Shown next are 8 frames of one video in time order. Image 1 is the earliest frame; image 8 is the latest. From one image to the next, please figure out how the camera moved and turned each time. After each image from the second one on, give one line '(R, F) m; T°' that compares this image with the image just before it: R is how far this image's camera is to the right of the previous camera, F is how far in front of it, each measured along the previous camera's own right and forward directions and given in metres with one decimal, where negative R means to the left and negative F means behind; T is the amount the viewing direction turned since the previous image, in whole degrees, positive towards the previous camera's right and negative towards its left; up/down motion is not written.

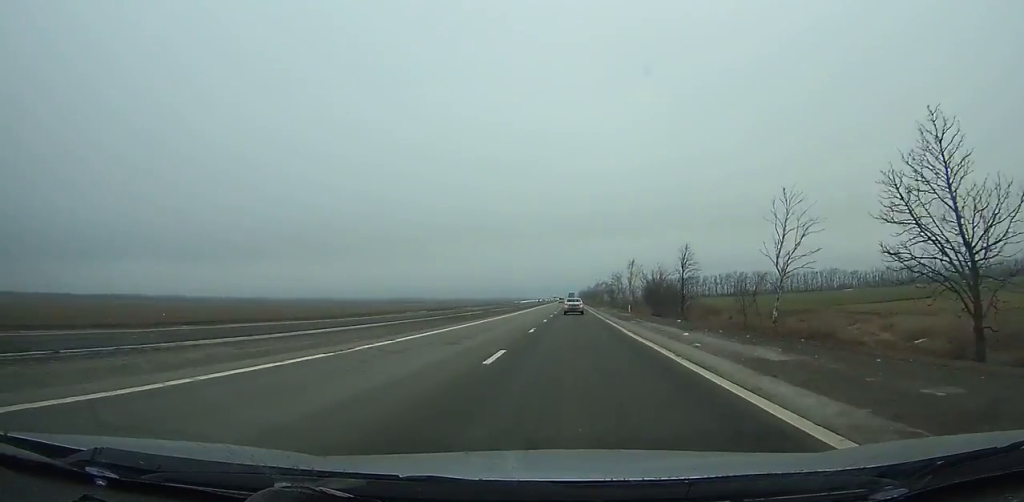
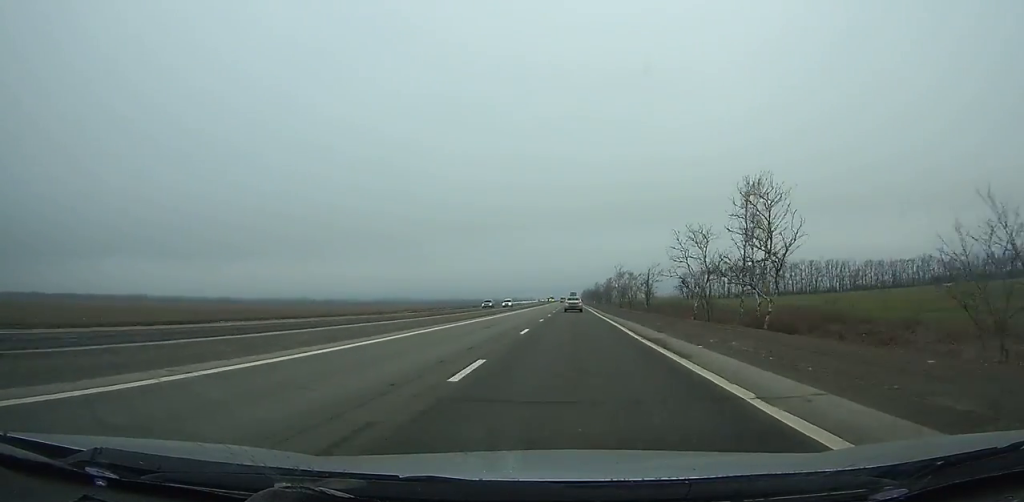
(-0.3, +98.8) m; 0°
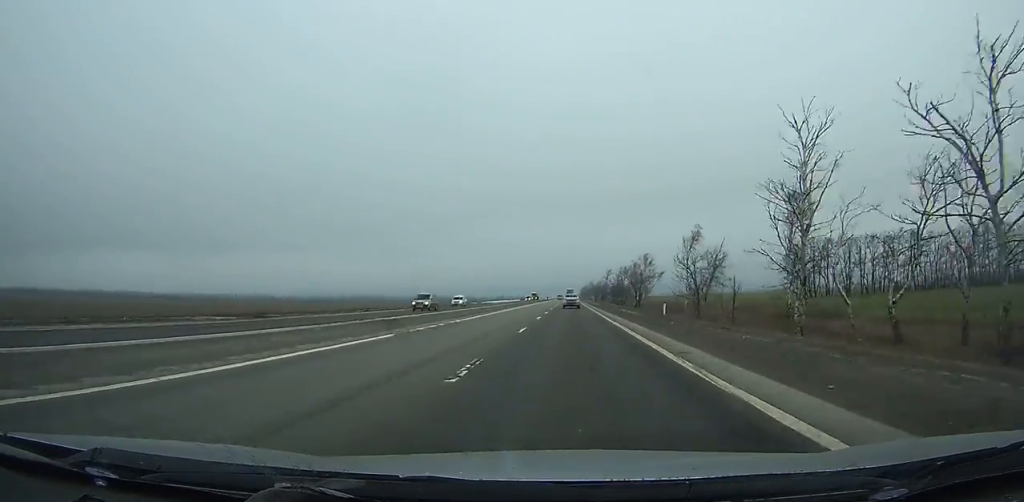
(+0.2, +120.6) m; 0°
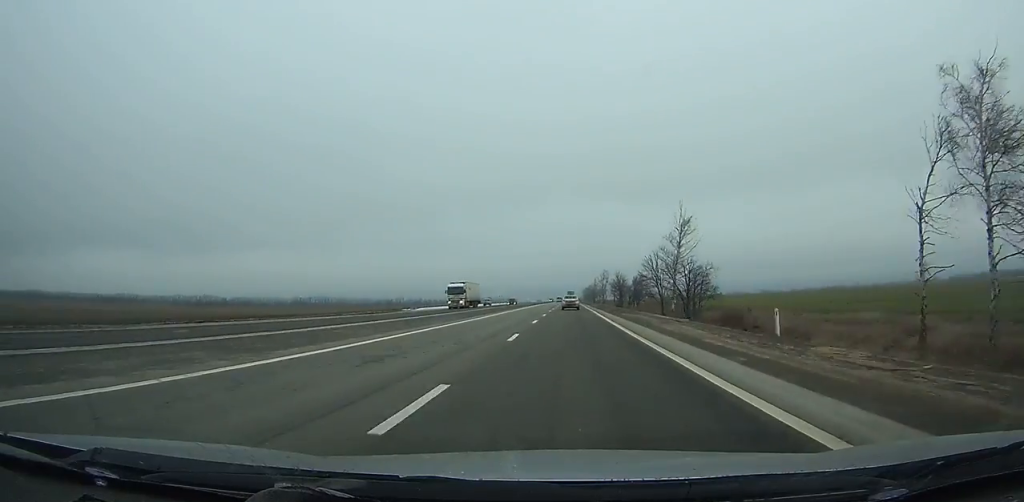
(0.0, +122.2) m; 0°
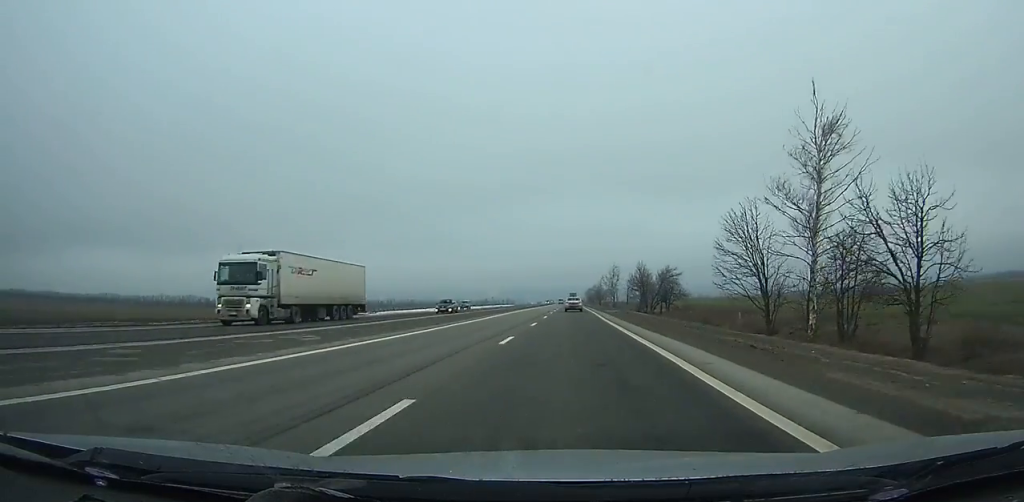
(0.0, +36.6) m; 0°
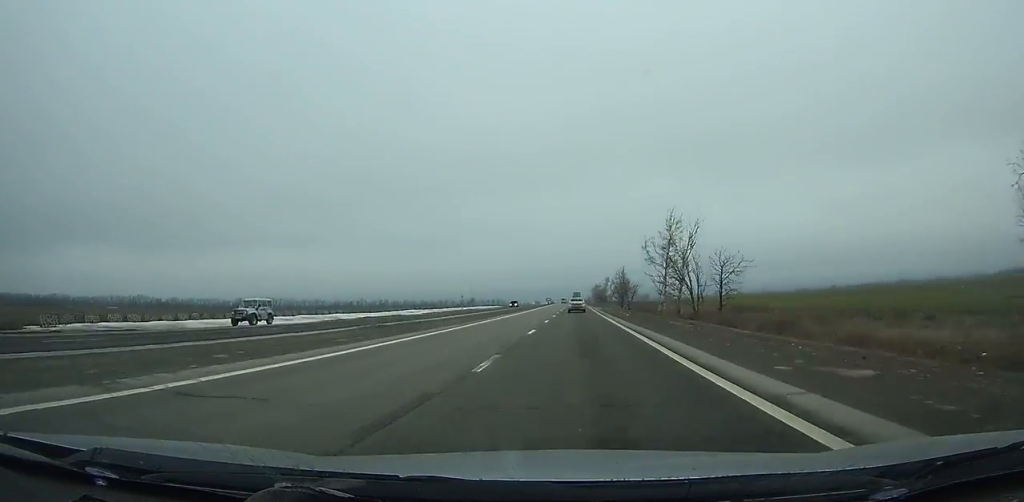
(+0.1, +89.1) m; 0°
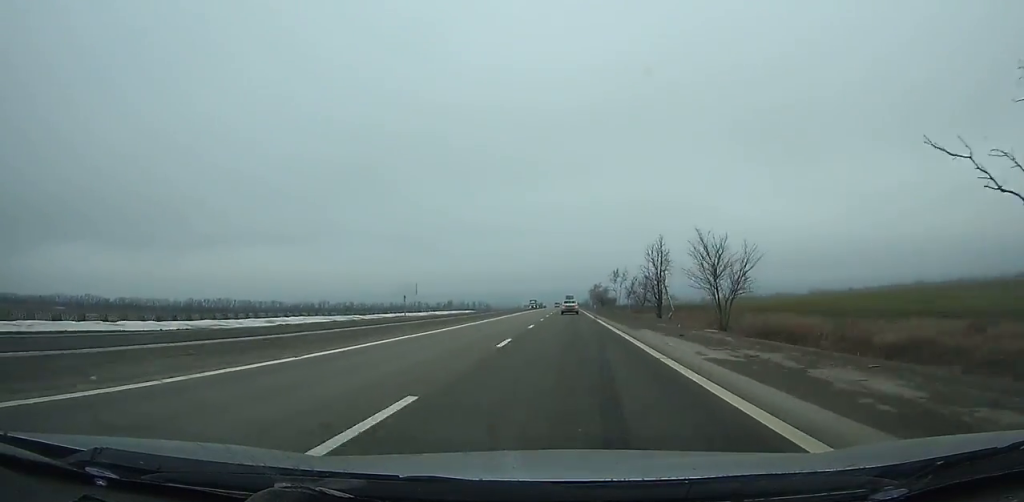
(+0.1, +65.9) m; 0°
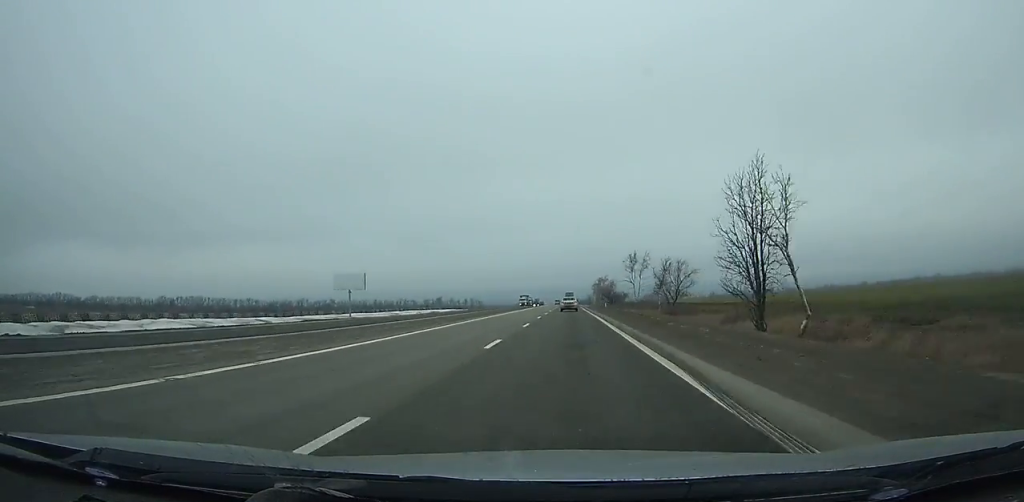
(0.0, +37.0) m; 0°
